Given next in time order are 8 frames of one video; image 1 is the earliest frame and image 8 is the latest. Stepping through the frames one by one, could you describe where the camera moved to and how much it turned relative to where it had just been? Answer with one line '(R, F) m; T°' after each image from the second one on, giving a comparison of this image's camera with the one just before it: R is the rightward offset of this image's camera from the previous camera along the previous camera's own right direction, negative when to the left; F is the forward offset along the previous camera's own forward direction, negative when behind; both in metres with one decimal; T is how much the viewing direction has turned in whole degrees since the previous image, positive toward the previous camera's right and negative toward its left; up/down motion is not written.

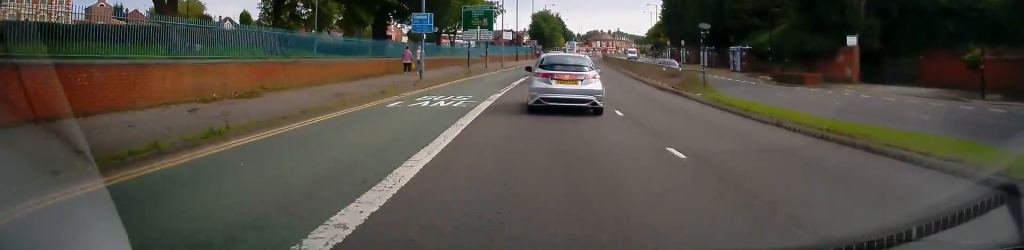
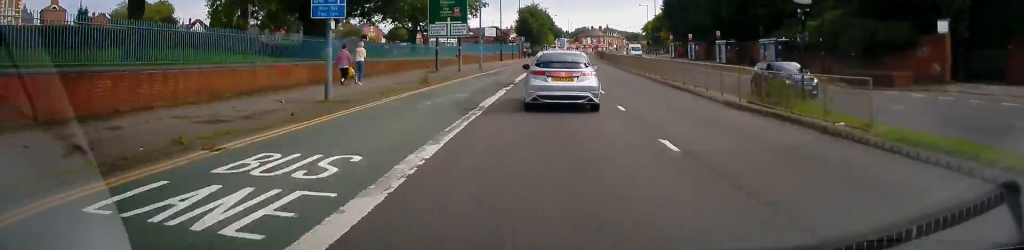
(-0.1, +11.4) m; 0°
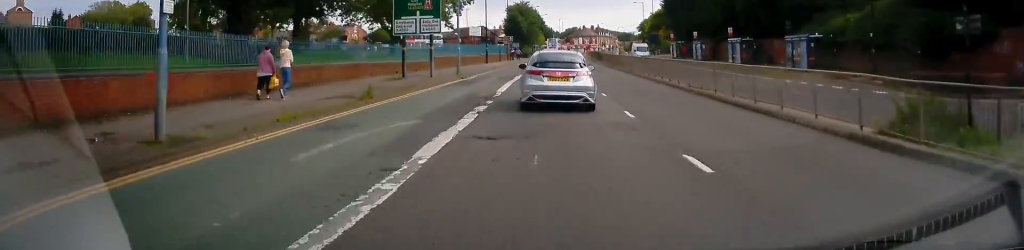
(+0.1, +7.6) m; +1°
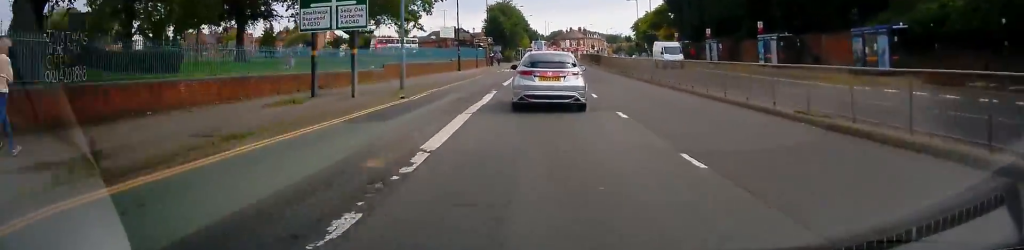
(+0.2, +12.2) m; +1°
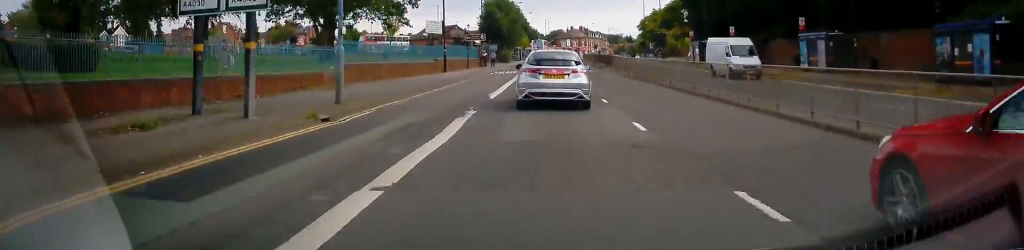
(0.0, +8.2) m; +1°
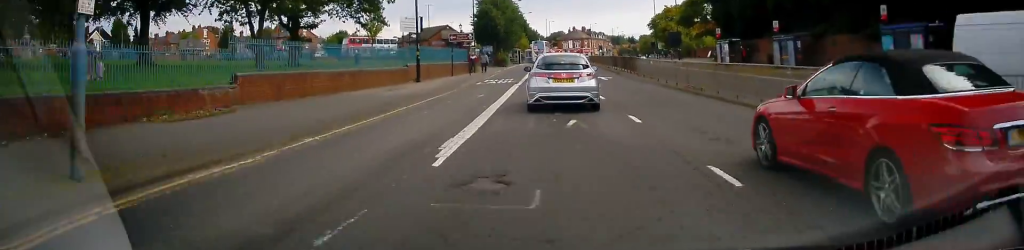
(+0.2, +10.6) m; +1°
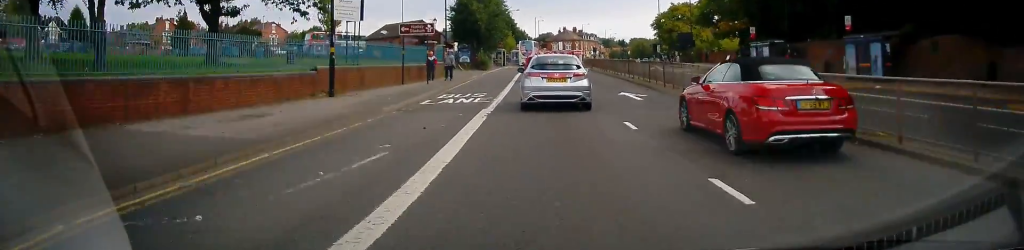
(+0.1, +13.1) m; 0°
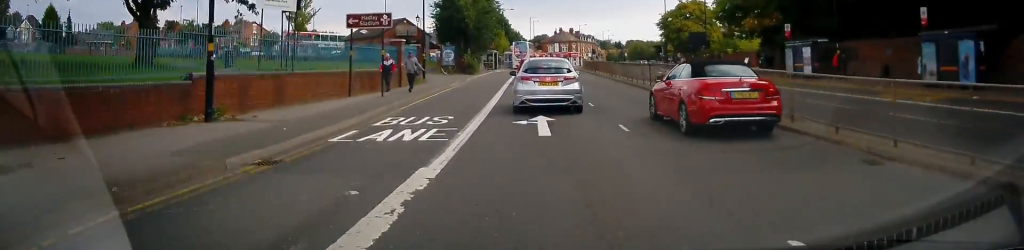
(0.0, +8.2) m; 0°
